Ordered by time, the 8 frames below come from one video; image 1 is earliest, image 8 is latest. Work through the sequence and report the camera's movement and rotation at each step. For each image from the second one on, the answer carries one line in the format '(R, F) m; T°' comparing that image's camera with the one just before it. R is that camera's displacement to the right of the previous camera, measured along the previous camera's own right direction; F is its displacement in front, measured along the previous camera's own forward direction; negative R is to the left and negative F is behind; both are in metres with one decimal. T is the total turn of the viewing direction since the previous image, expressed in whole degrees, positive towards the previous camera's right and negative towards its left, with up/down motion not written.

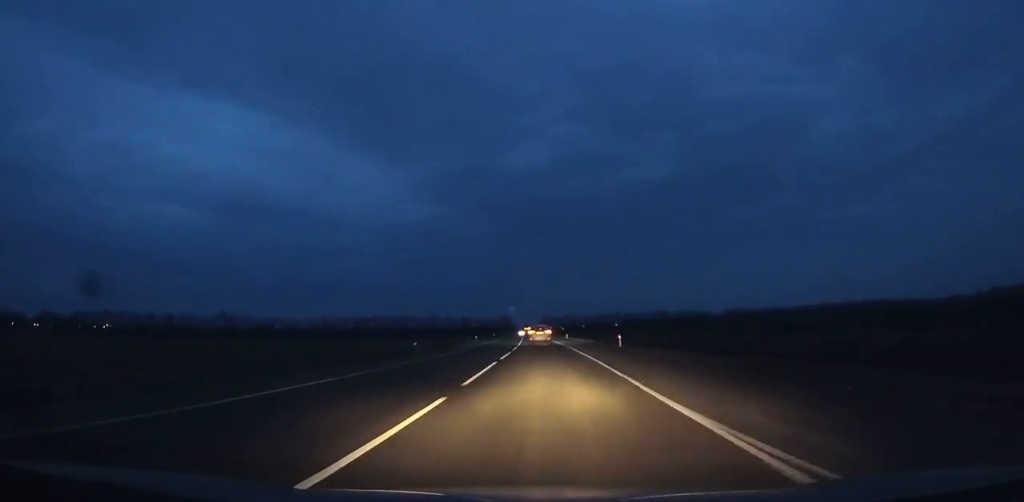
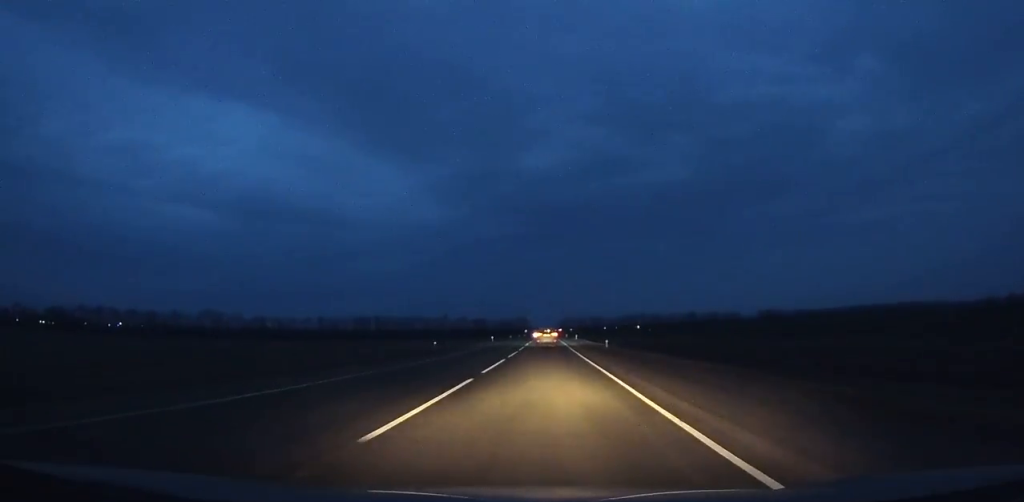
(-0.5, +43.1) m; -1°
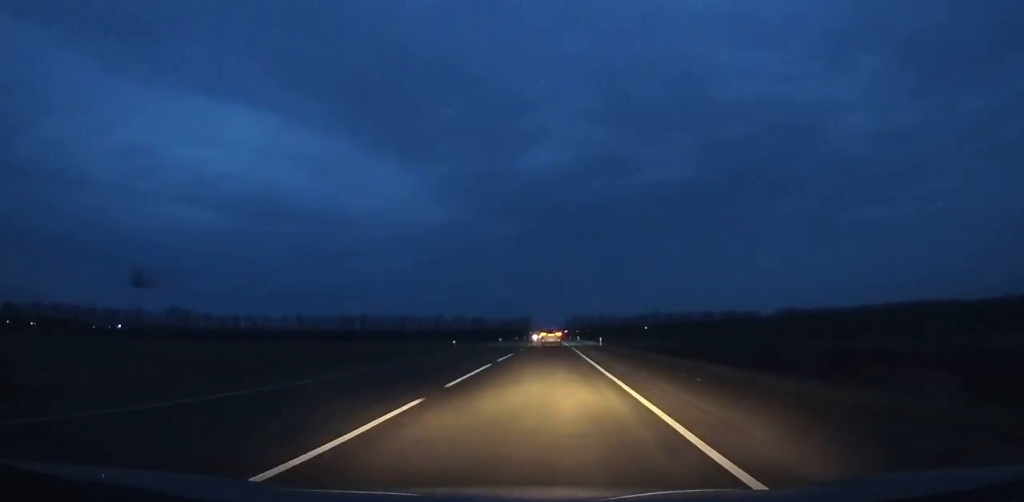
(-0.5, +41.0) m; -1°
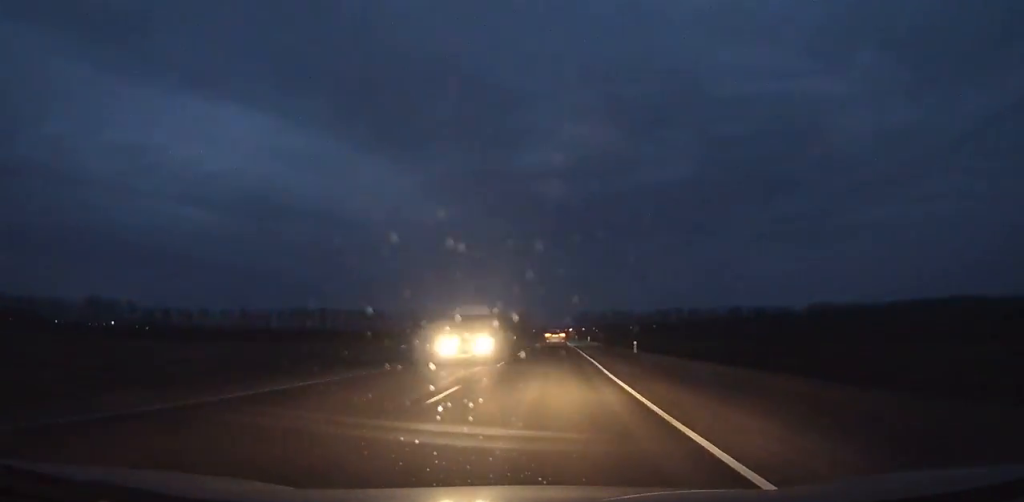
(-0.4, +68.5) m; 0°
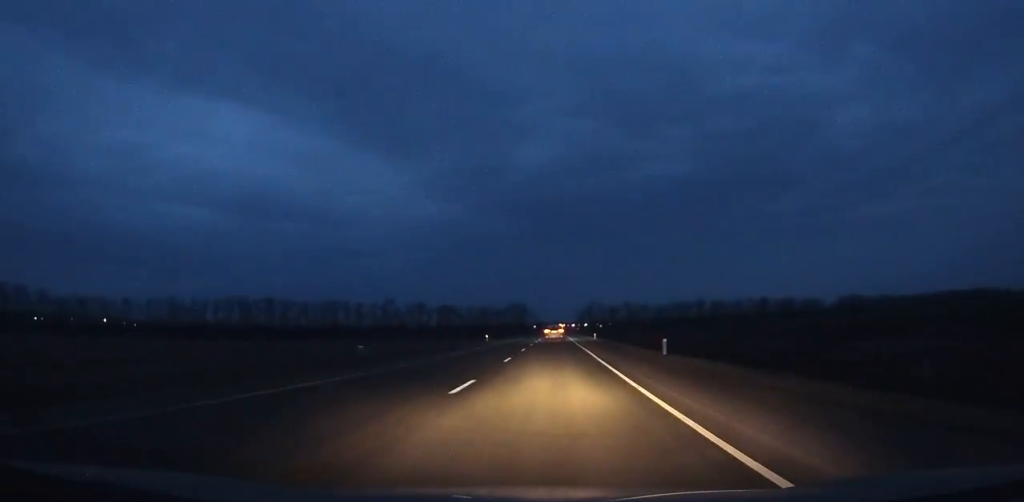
(0.0, +57.3) m; 0°
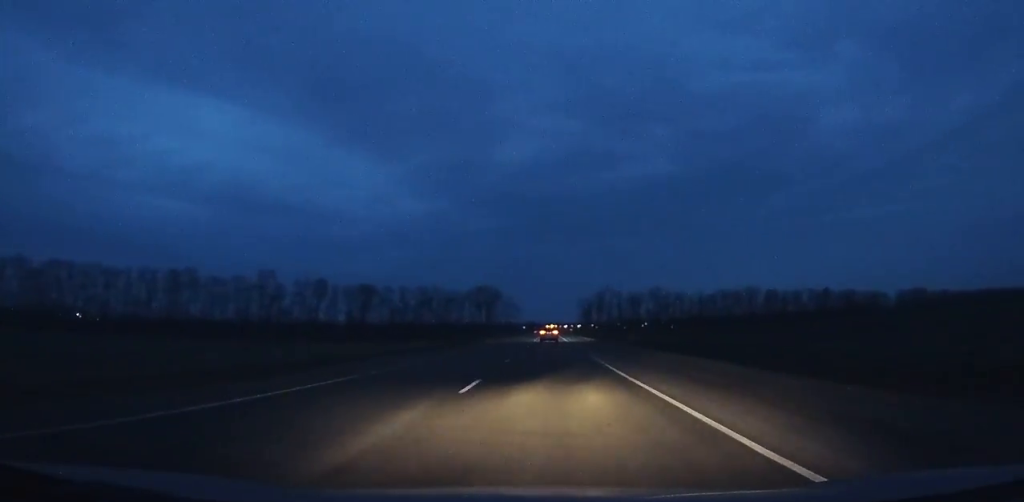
(+0.3, +105.7) m; 0°
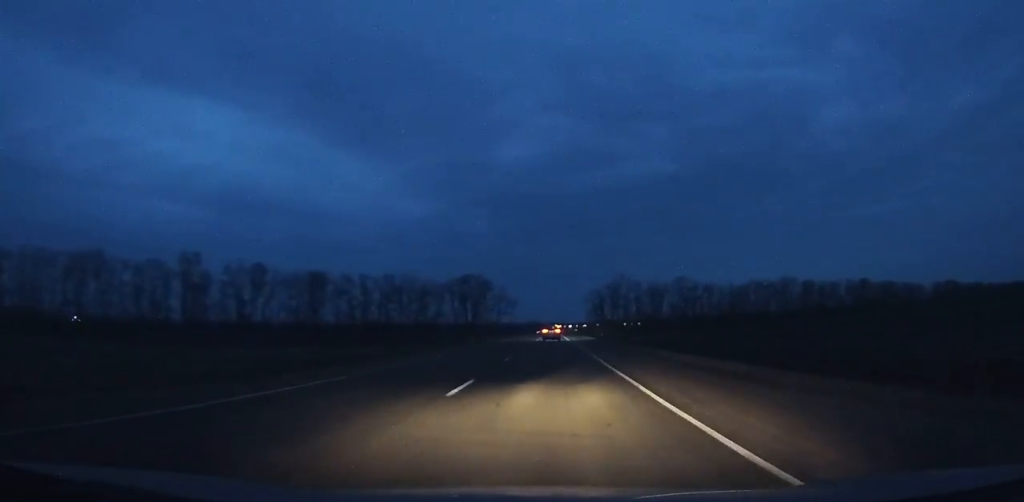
(+0.1, +36.9) m; 0°
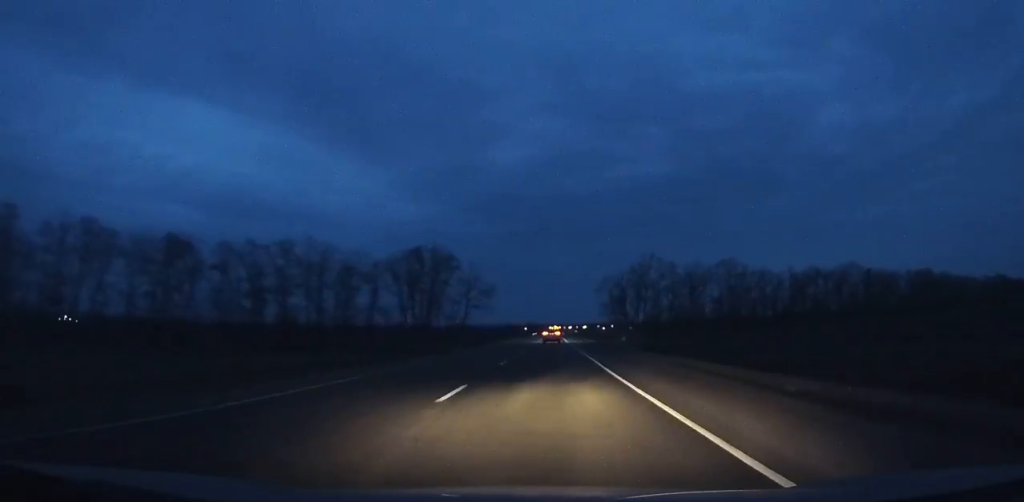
(+0.1, +48.7) m; 0°
